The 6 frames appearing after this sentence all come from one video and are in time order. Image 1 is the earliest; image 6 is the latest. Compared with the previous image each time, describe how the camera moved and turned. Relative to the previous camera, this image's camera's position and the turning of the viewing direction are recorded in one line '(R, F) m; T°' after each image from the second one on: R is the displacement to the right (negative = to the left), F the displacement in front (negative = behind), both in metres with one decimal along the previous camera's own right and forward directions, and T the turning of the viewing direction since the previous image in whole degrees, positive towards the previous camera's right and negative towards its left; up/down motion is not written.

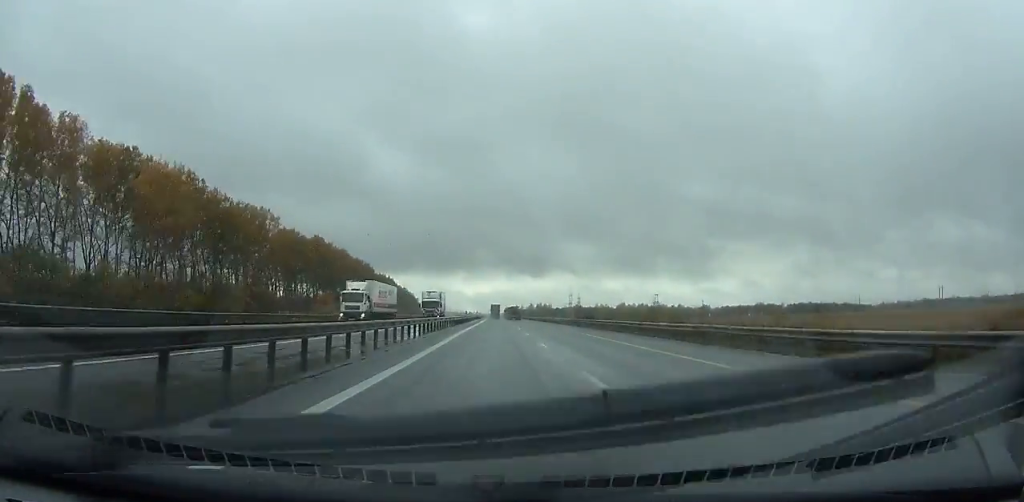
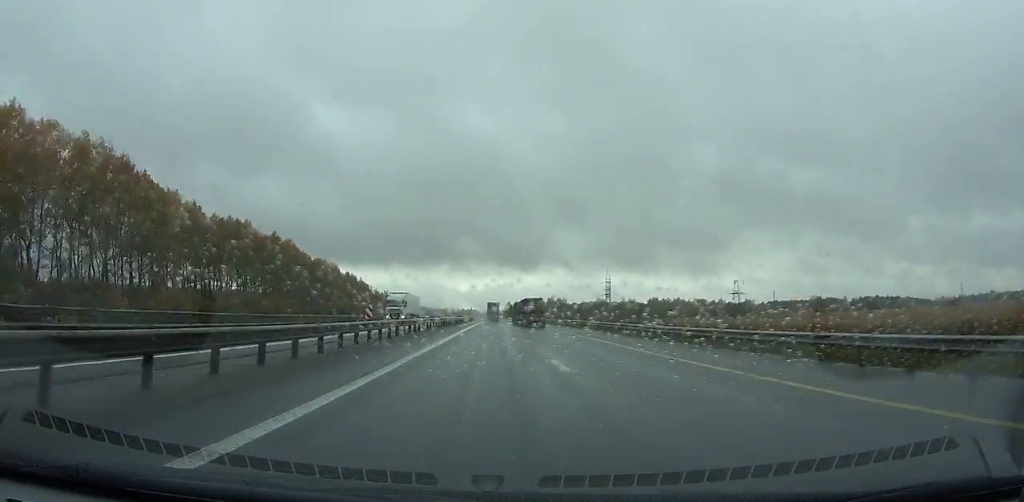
(-0.4, +172.4) m; 0°
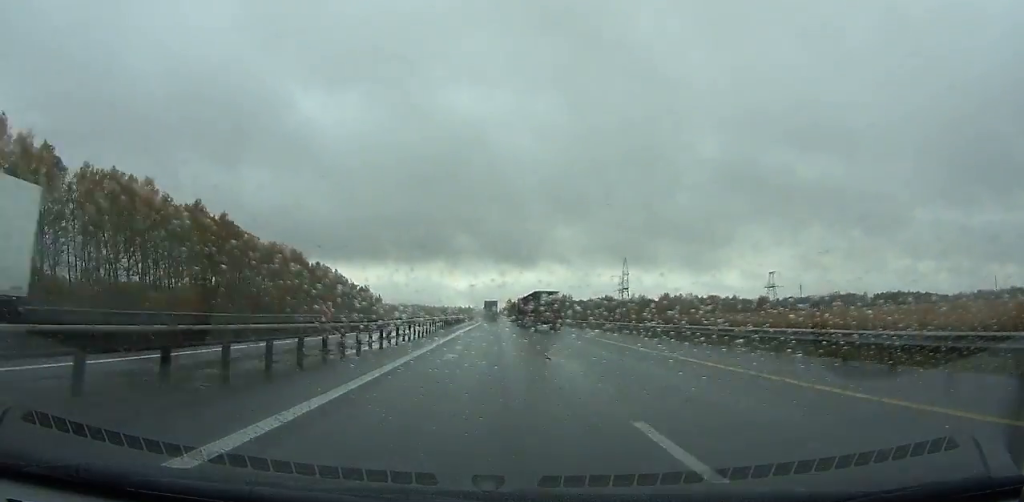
(0.0, +45.5) m; 0°
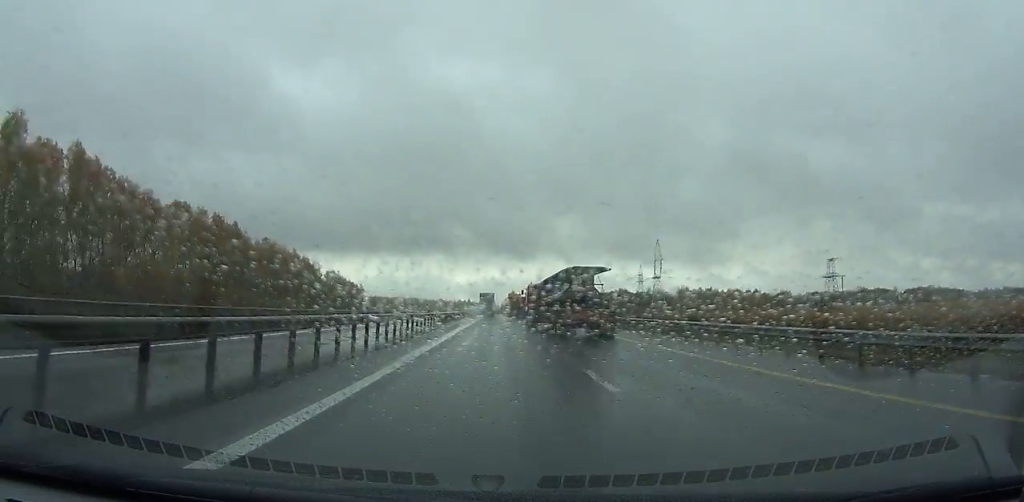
(+0.1, +54.2) m; 0°
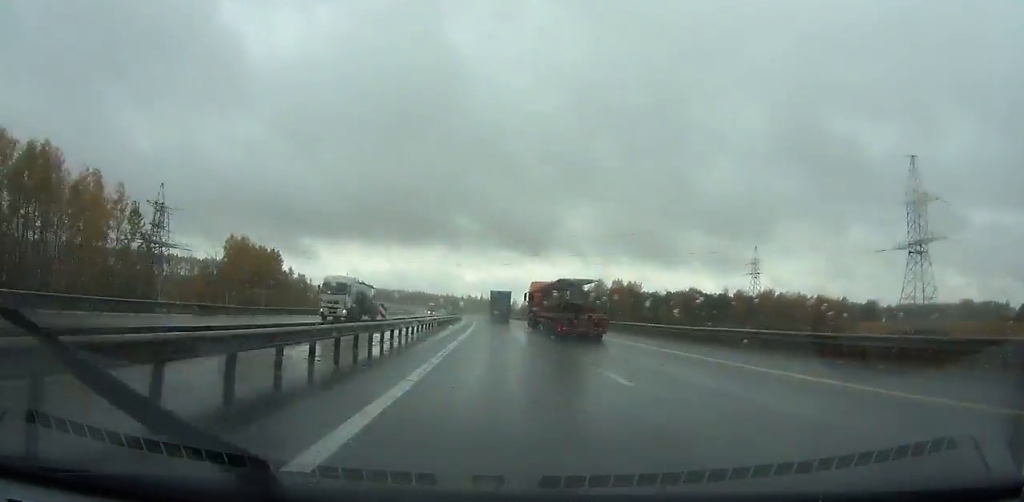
(-1.6, +143.3) m; -2°
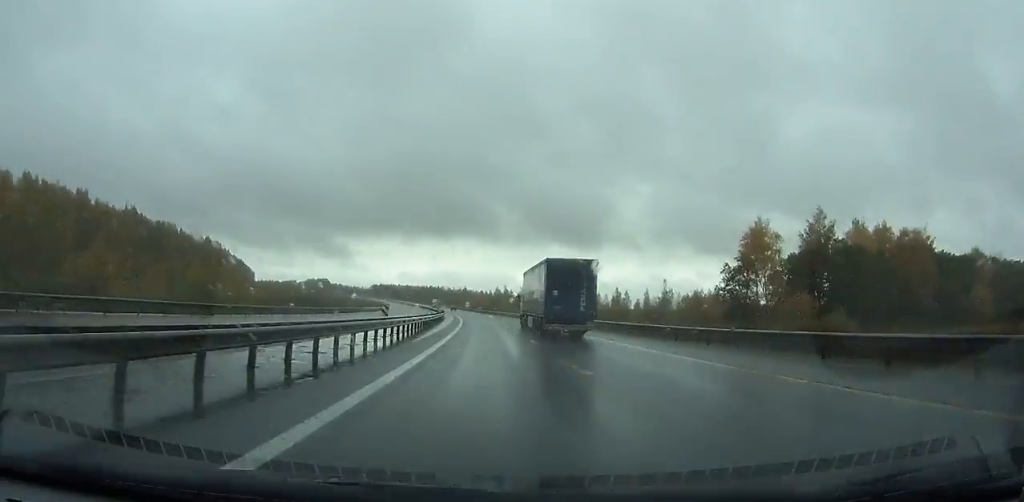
(-8.2, +191.0) m; -6°
